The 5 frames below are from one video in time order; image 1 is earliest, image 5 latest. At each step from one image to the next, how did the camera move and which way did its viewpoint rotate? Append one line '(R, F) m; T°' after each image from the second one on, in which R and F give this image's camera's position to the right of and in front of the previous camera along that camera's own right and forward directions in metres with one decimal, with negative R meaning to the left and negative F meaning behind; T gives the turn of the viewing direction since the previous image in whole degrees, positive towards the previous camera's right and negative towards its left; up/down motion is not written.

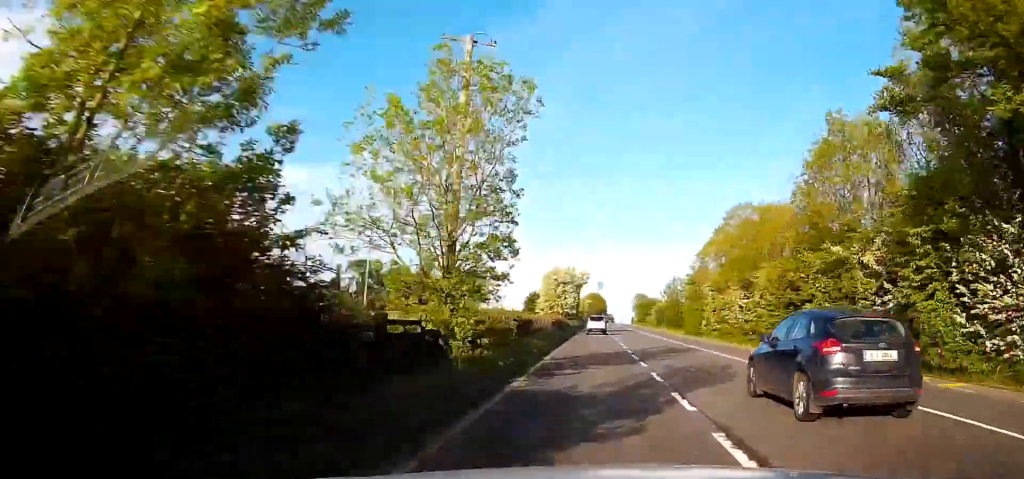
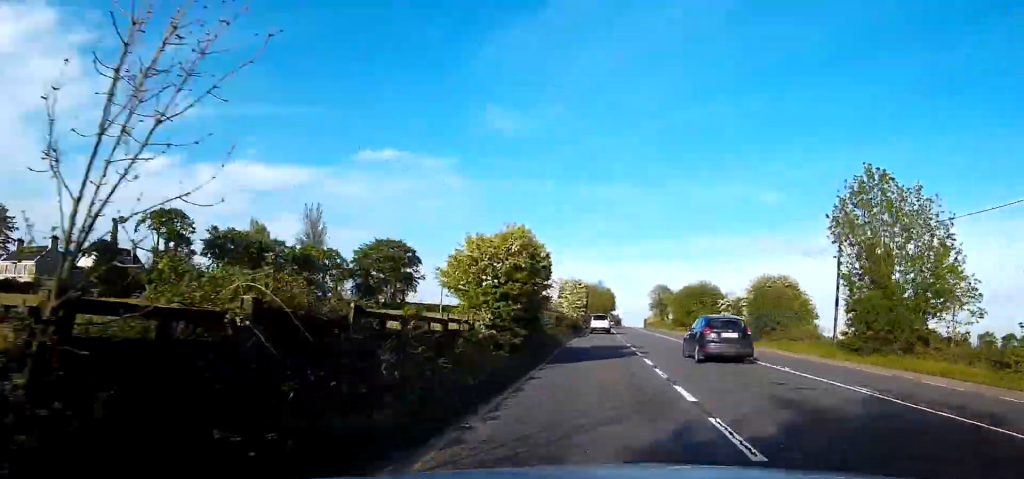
(0.0, +71.2) m; 0°
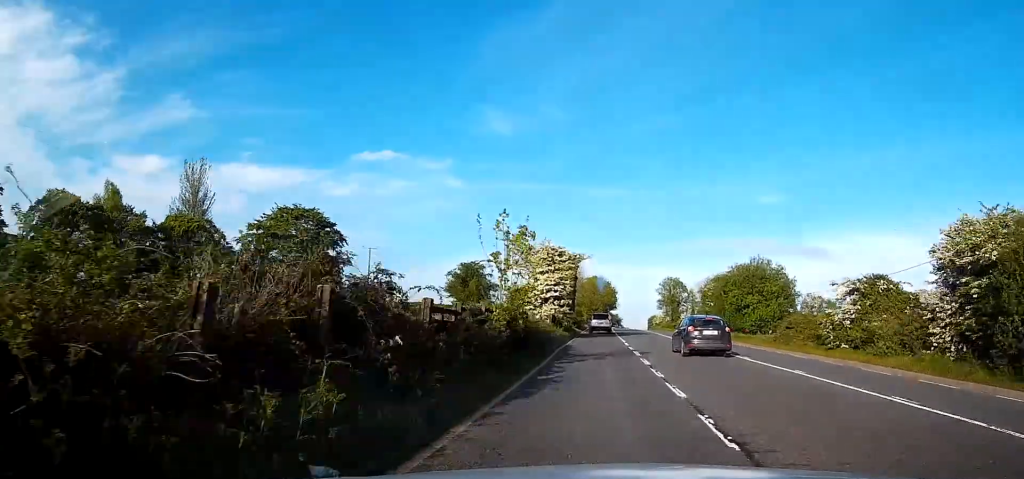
(-0.1, +31.8) m; 0°
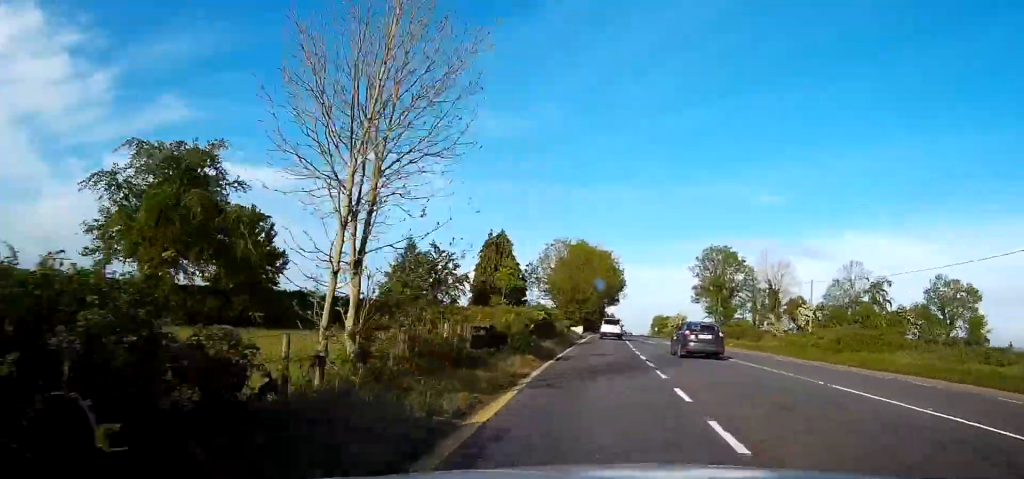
(+1.0, +67.4) m; +2°
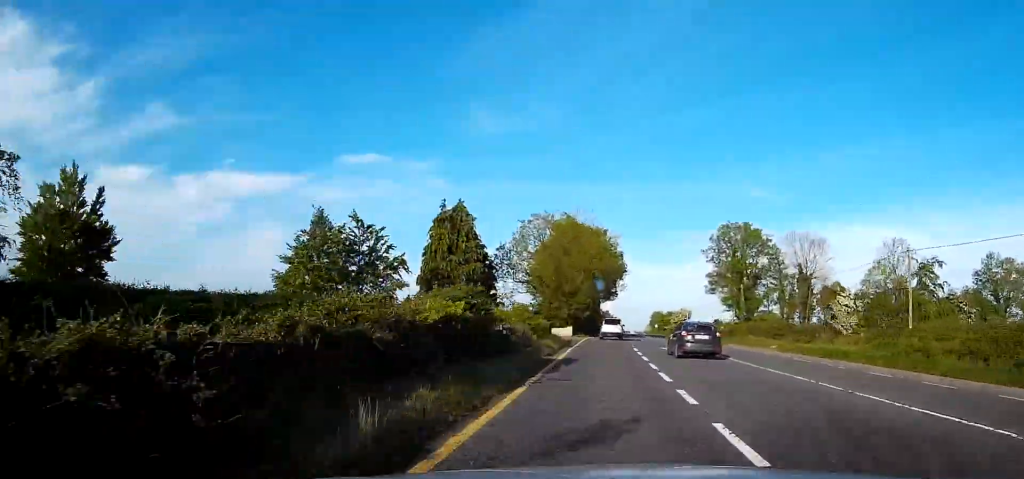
(0.0, +16.2) m; 0°
